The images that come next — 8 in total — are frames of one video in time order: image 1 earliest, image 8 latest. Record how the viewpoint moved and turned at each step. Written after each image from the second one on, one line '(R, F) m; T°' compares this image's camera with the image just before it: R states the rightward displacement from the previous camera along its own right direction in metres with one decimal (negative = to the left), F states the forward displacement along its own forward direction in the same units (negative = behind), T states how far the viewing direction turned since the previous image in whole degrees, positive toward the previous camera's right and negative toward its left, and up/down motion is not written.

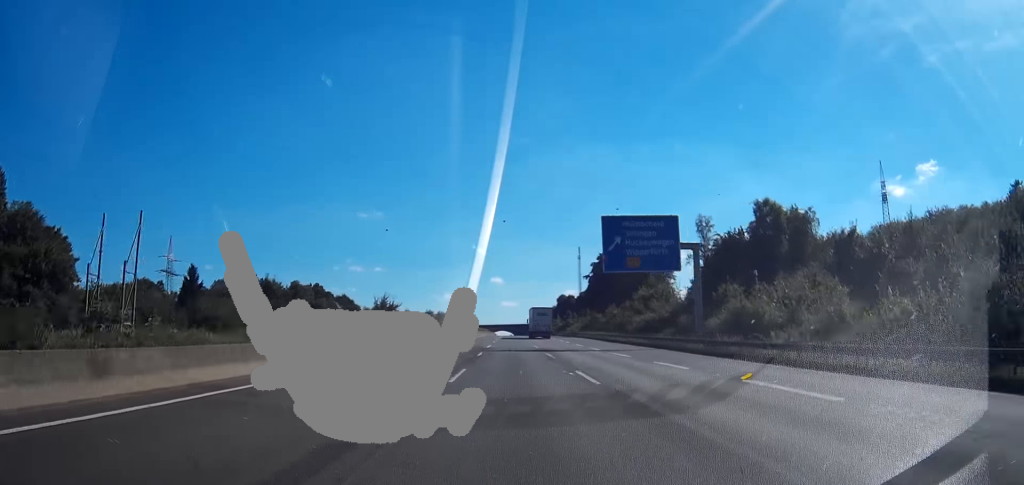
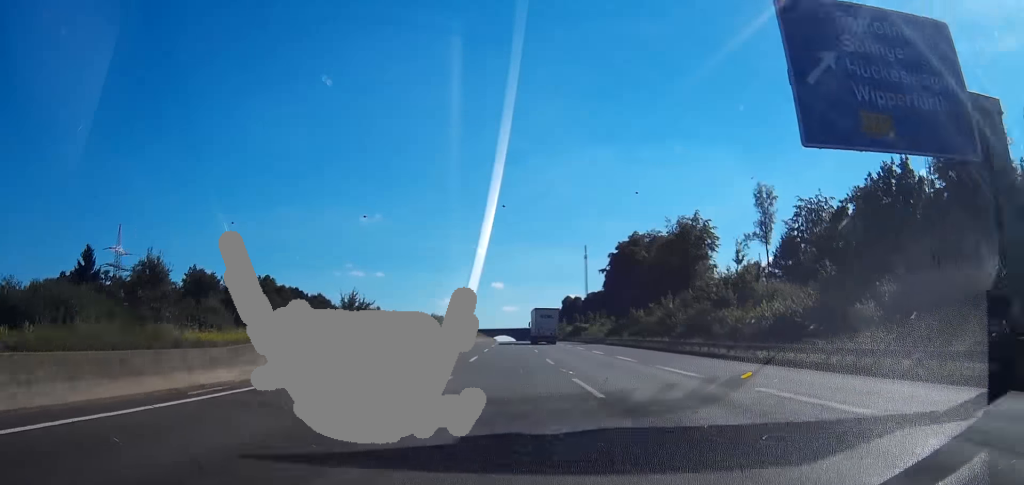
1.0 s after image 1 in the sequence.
(-0.1, +37.4) m; 0°
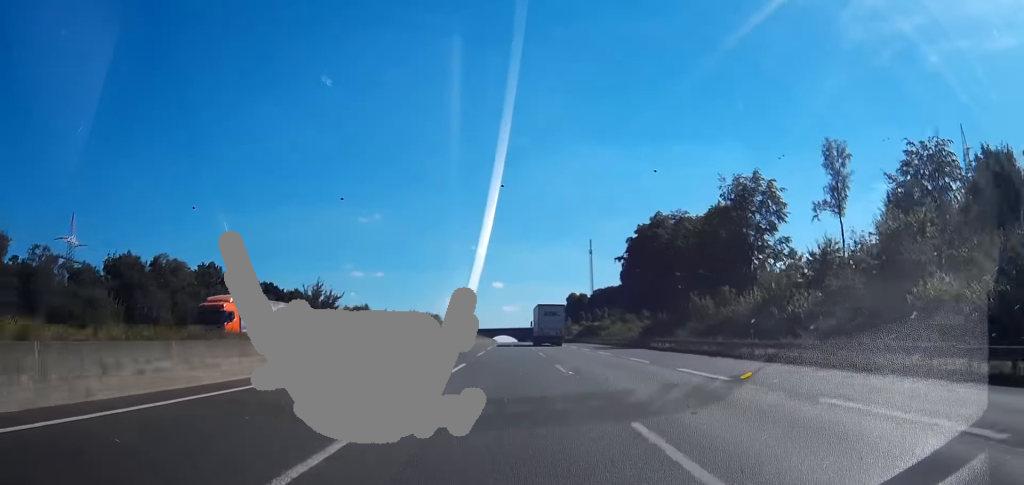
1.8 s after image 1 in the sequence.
(0.0, +27.7) m; 0°
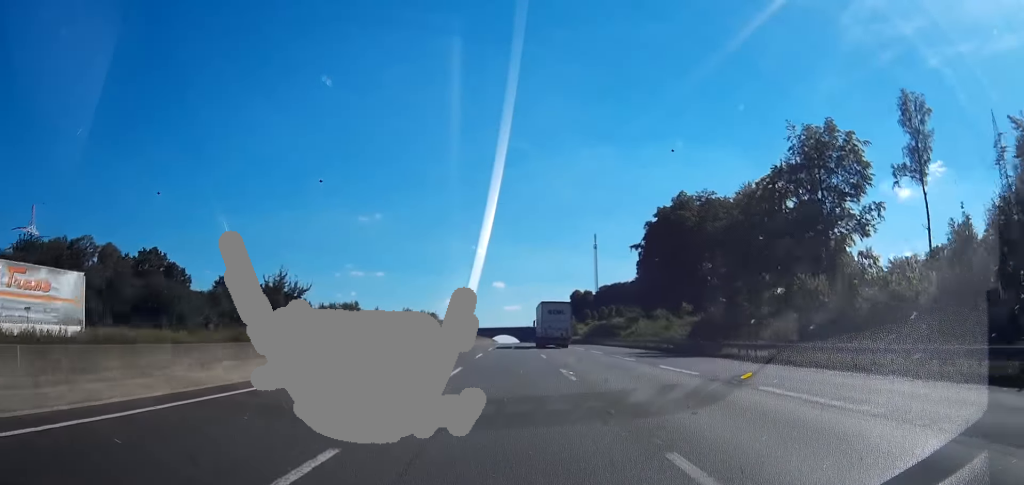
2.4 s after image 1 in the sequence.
(0.0, +20.4) m; 0°
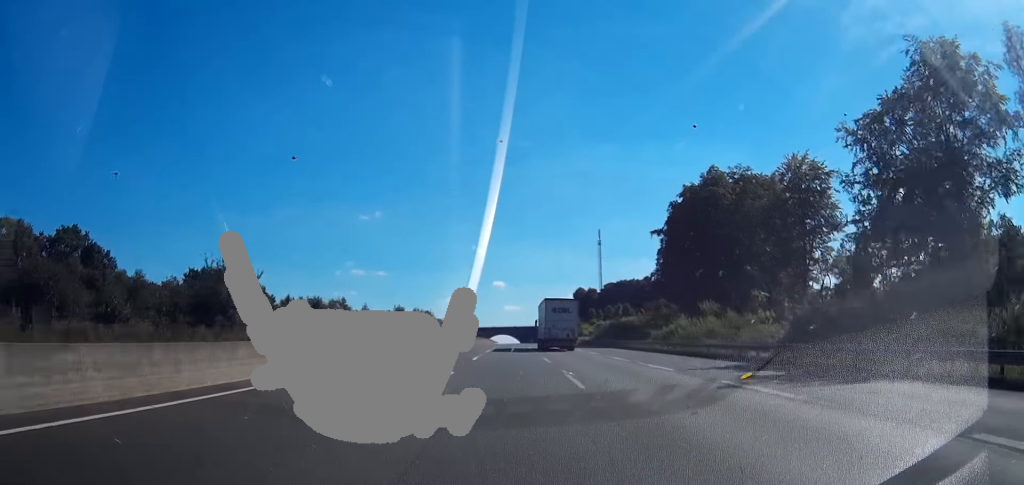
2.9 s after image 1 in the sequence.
(-0.2, +20.4) m; 0°
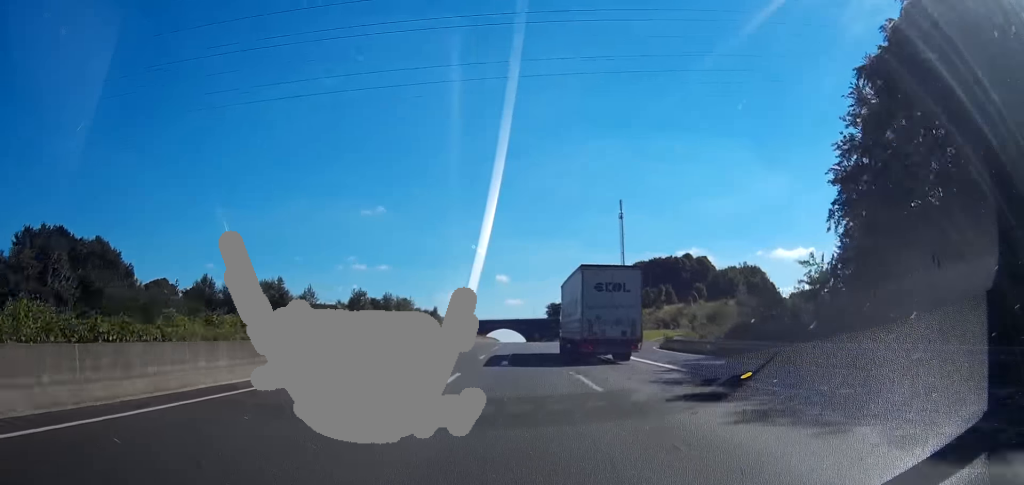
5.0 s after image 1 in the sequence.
(0.0, +73.2) m; 0°
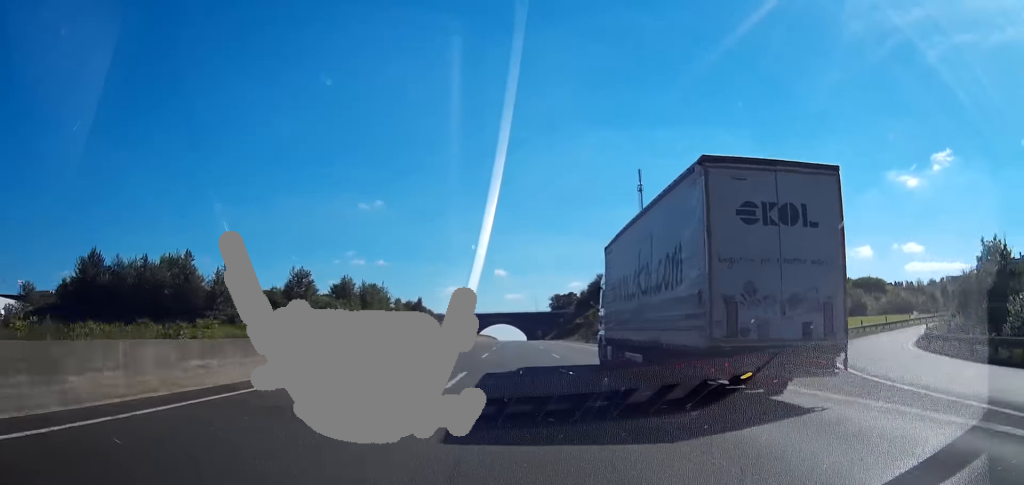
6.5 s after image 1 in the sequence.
(+0.1, +53.7) m; 0°
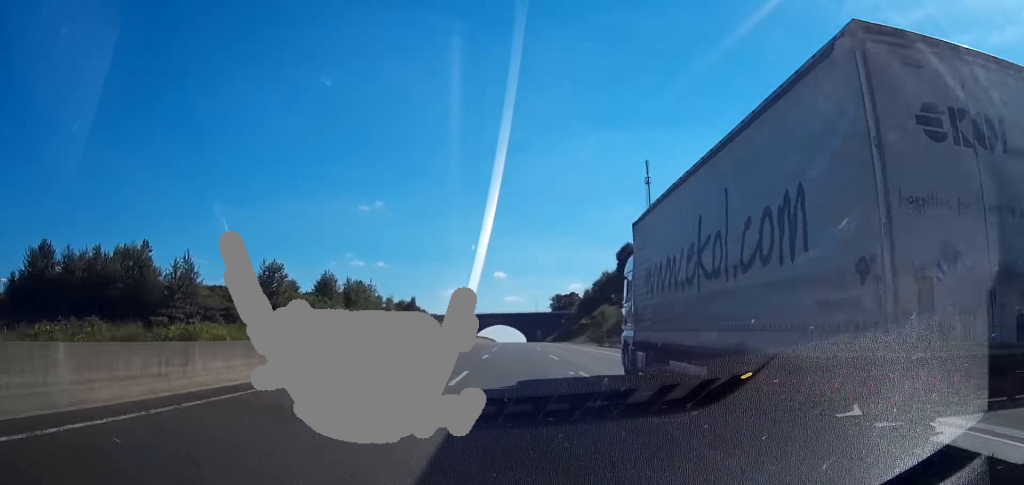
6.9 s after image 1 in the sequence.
(0.0, +16.7) m; 0°
